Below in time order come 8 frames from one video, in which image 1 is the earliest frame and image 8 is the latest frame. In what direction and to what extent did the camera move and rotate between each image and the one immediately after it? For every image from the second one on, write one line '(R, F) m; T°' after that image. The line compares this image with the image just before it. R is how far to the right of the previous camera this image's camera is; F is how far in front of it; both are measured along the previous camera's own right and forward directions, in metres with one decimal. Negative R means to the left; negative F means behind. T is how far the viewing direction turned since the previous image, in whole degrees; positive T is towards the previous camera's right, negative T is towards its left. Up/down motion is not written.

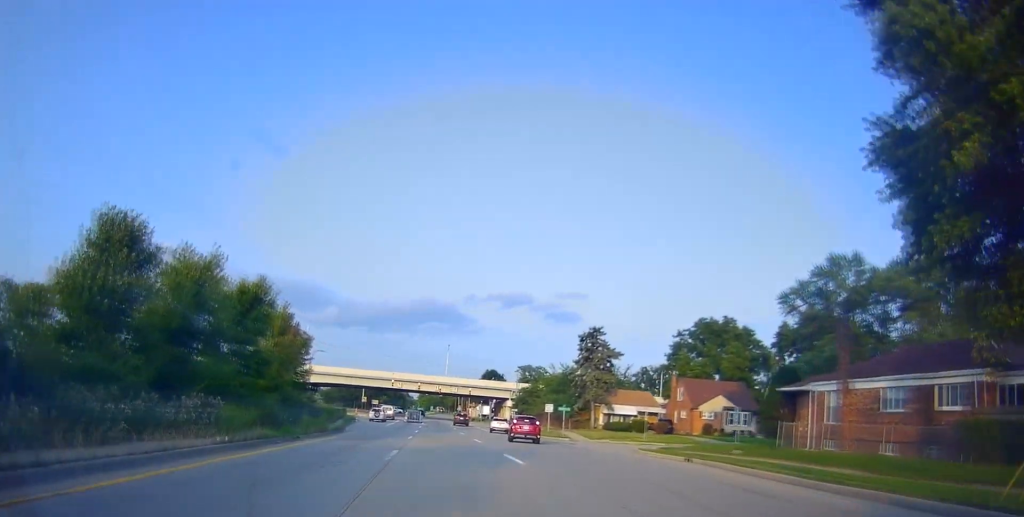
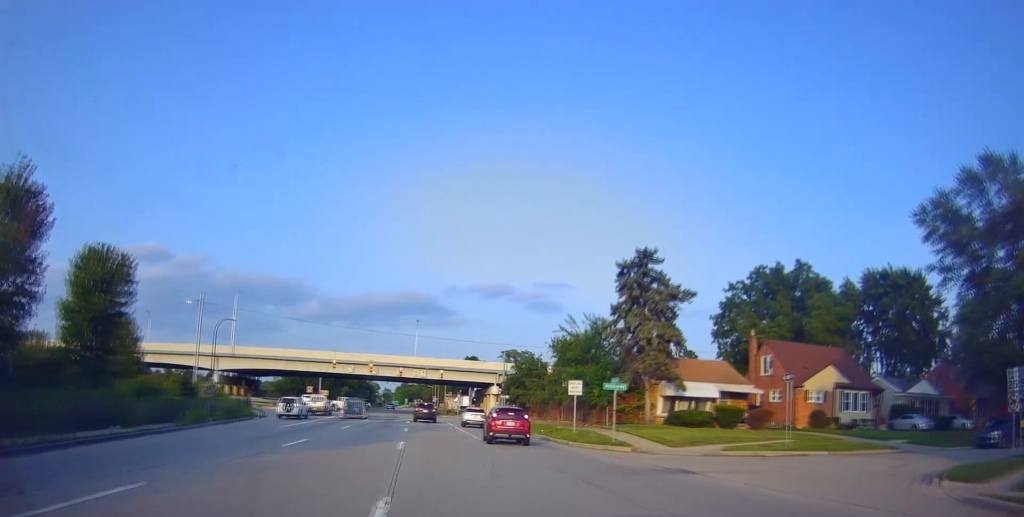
(-1.0, +28.2) m; -2°
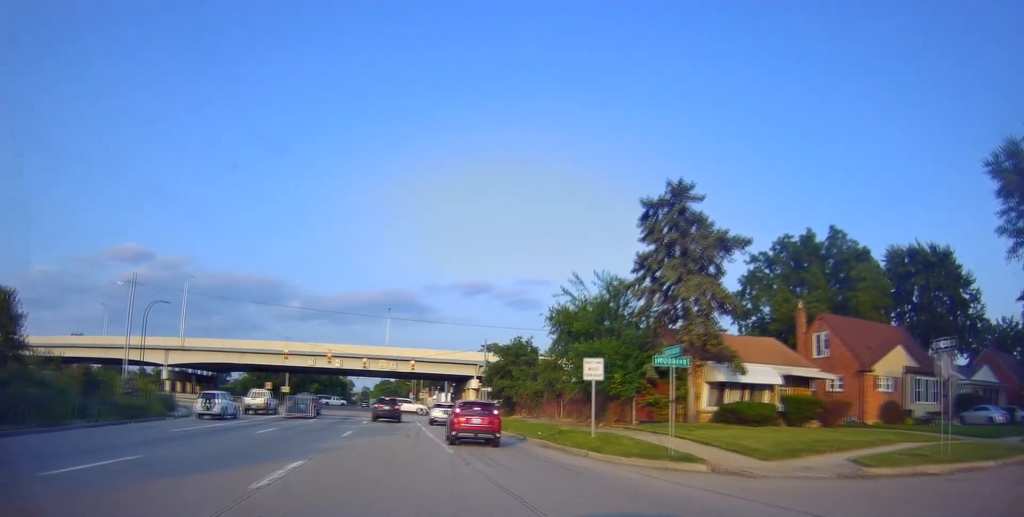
(+0.1, +12.4) m; +2°
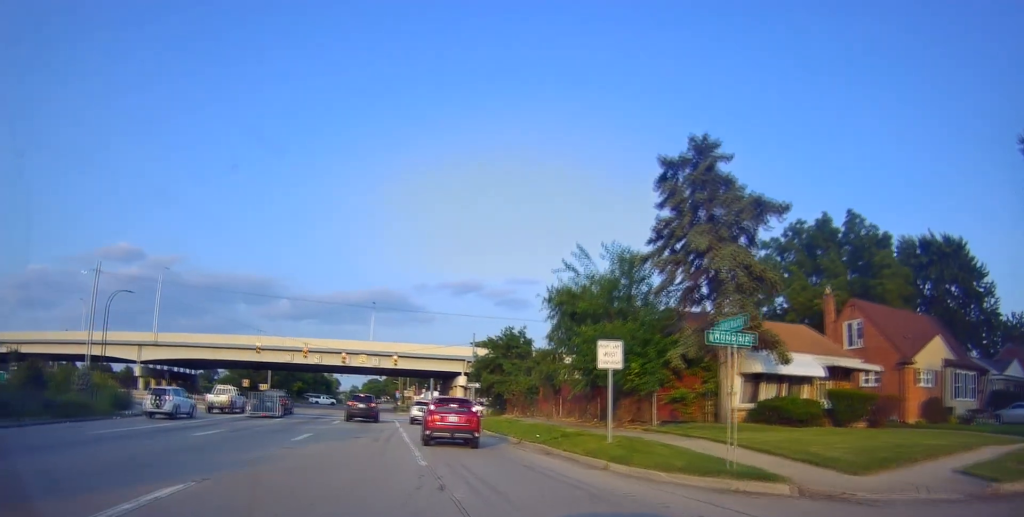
(-0.1, +5.7) m; +1°
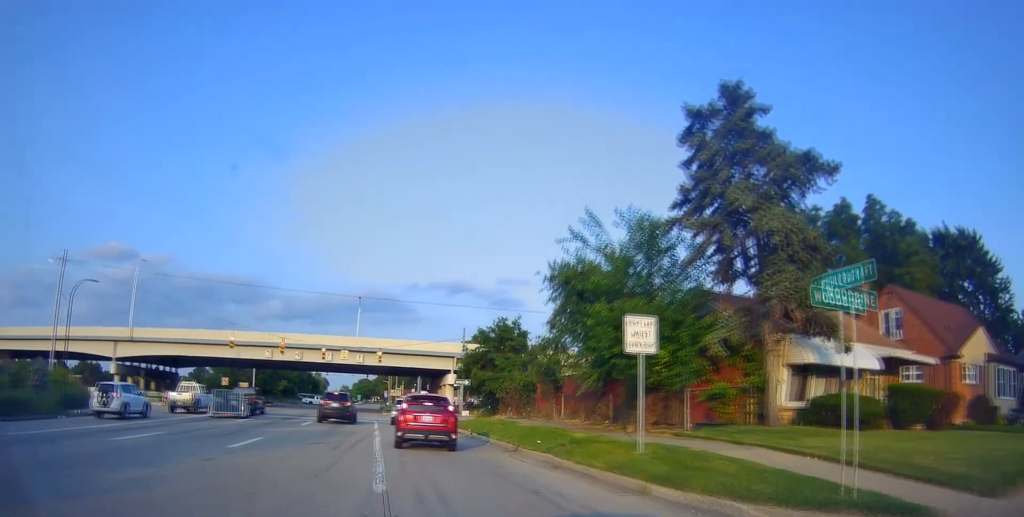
(+0.2, +5.1) m; 0°
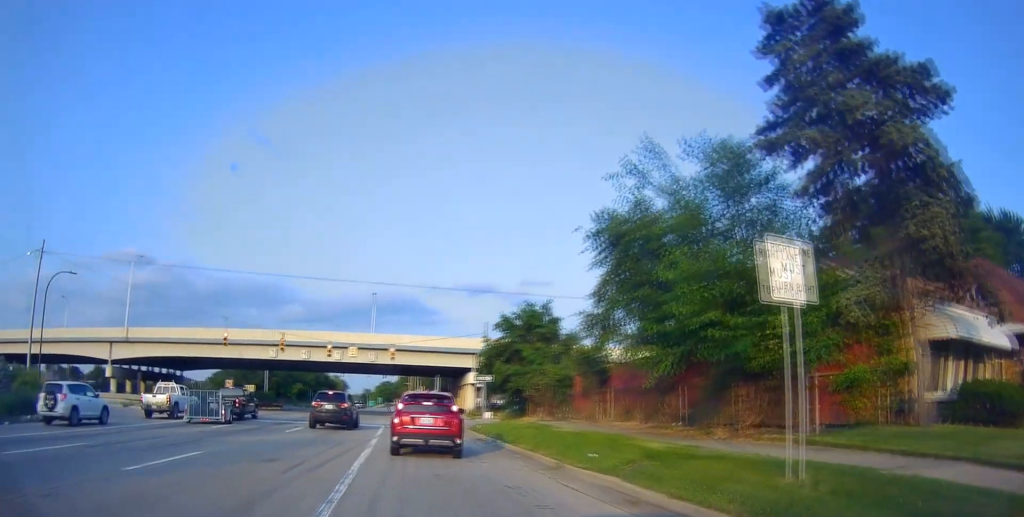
(+0.3, +7.6) m; 0°
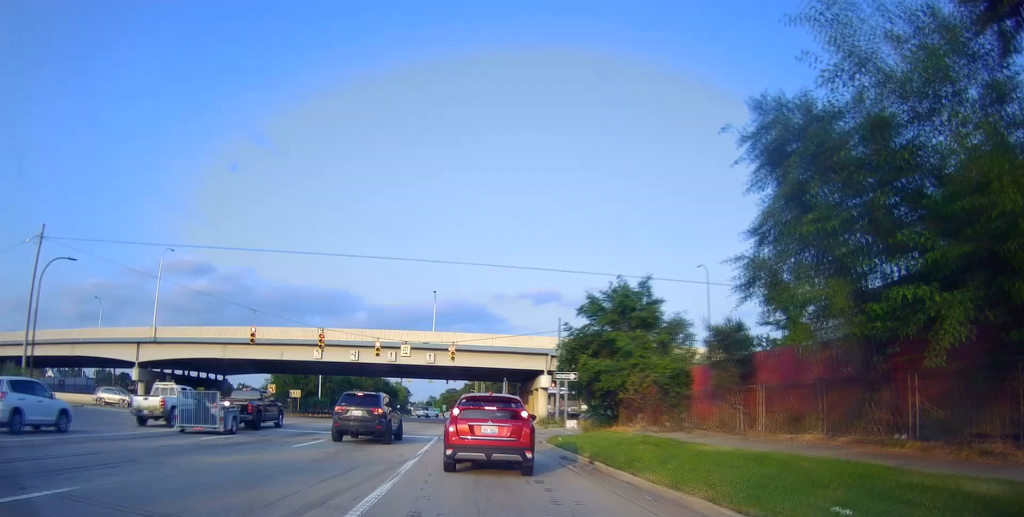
(-0.4, +10.4) m; -1°
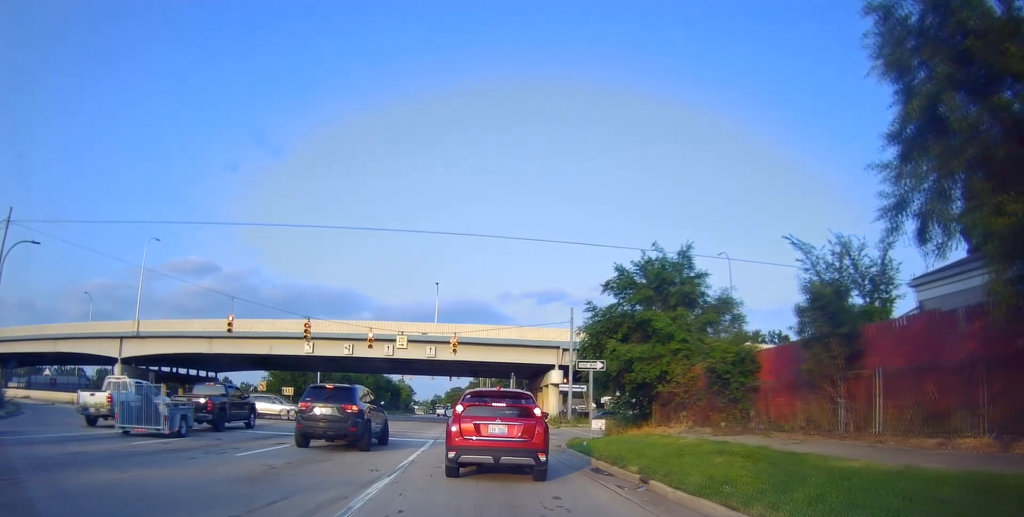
(+0.2, +7.8) m; +1°
